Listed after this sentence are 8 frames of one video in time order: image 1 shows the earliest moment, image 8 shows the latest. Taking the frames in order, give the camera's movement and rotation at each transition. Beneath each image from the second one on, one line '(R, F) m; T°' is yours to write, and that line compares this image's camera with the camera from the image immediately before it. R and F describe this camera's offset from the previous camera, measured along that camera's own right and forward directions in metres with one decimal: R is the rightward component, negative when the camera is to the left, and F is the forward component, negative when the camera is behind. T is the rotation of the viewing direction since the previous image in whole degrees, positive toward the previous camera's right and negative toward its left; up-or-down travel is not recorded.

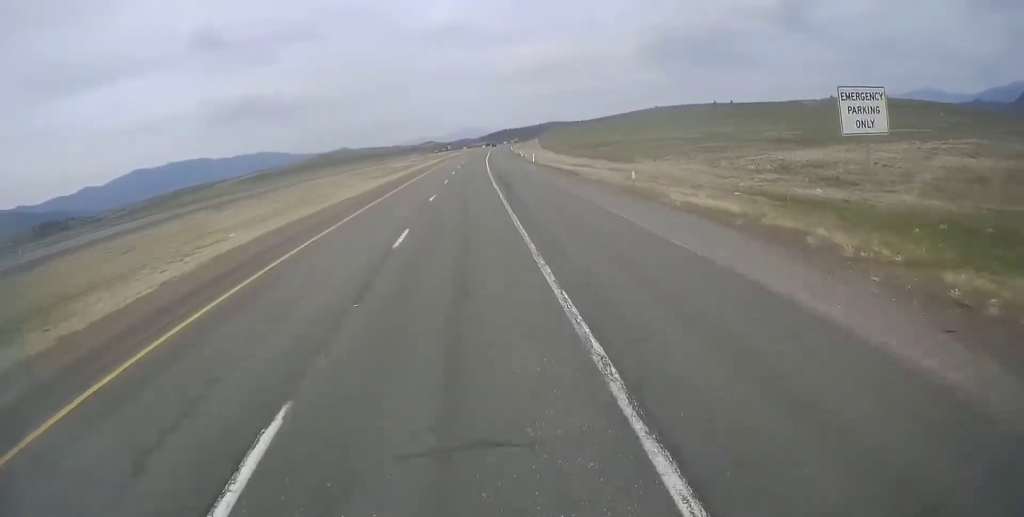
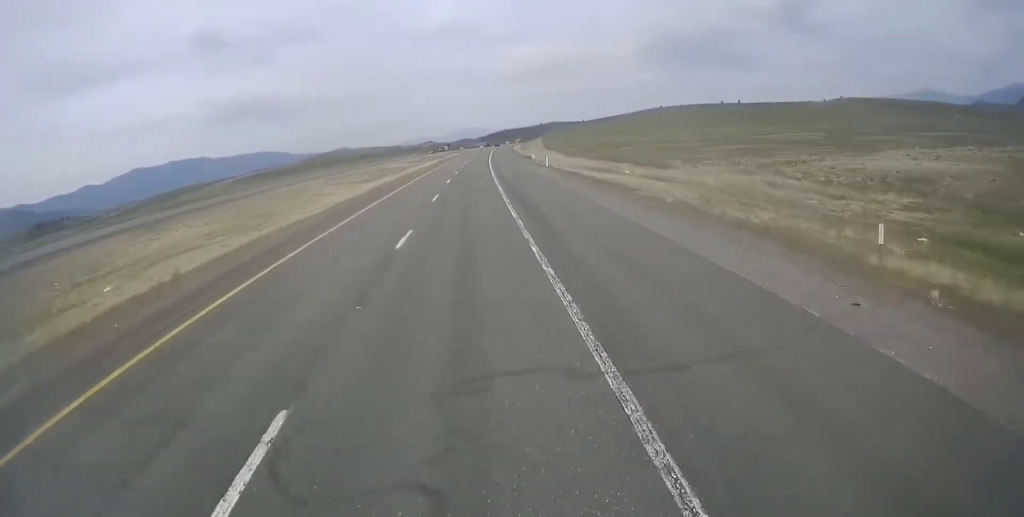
(+0.2, +14.3) m; 0°
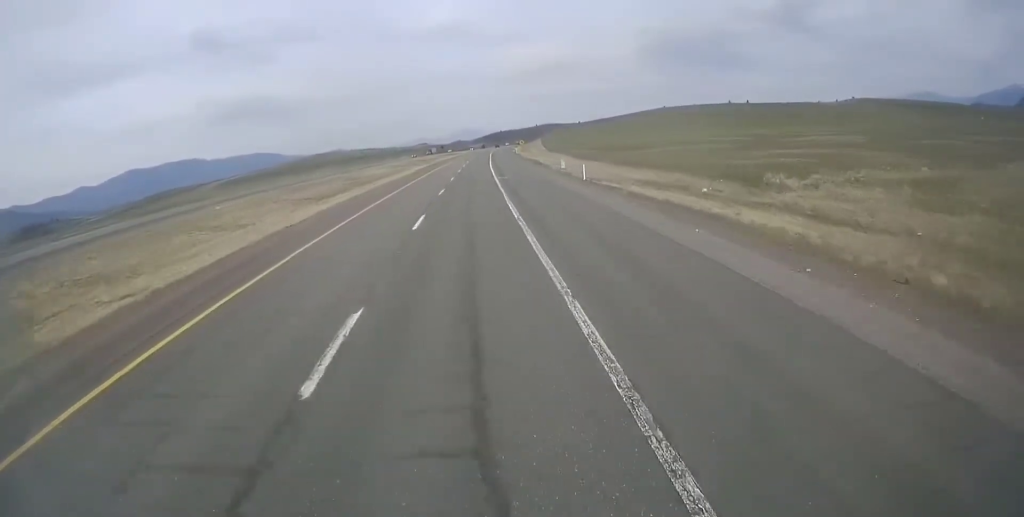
(-0.6, +24.7) m; 0°
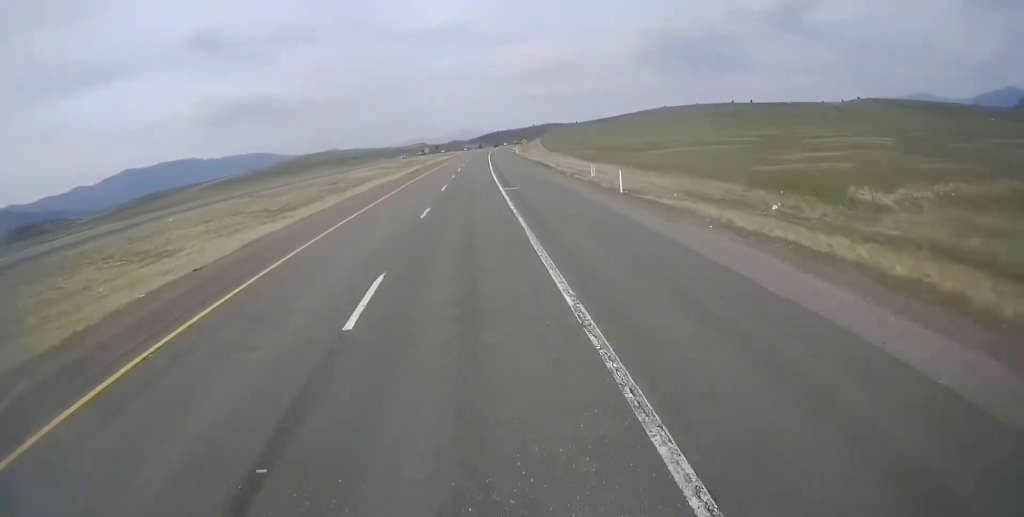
(+0.3, +11.4) m; 0°
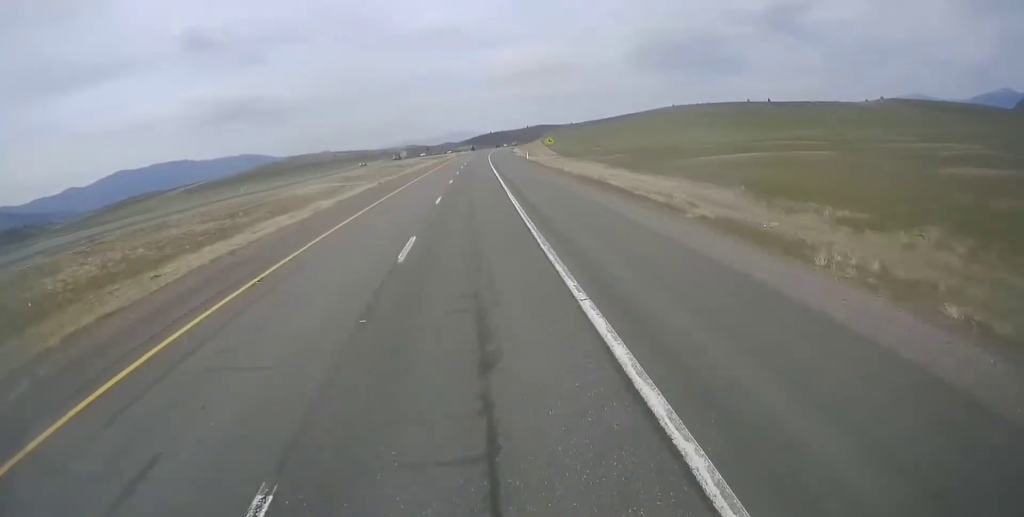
(+0.1, +37.2) m; 0°
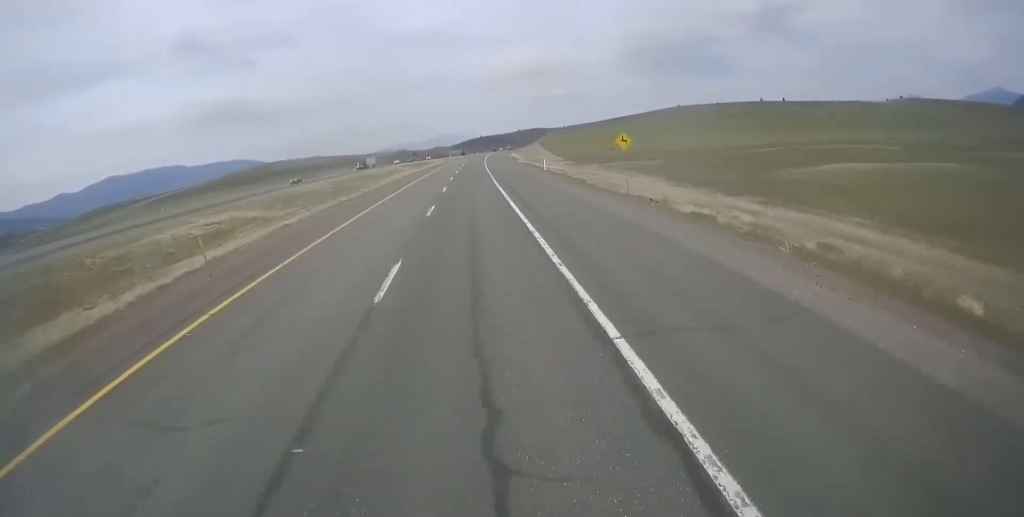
(+0.3, +33.6) m; +2°
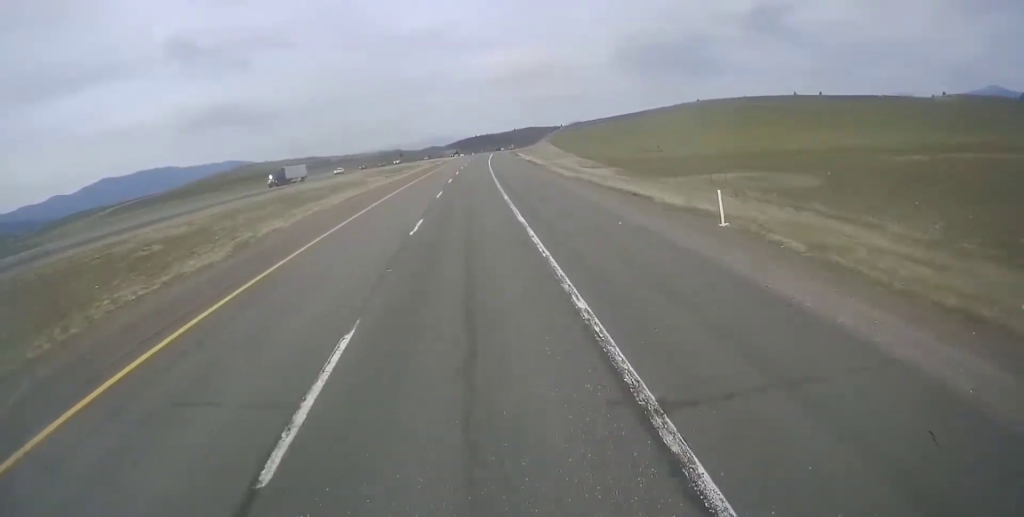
(+0.8, +50.3) m; +1°
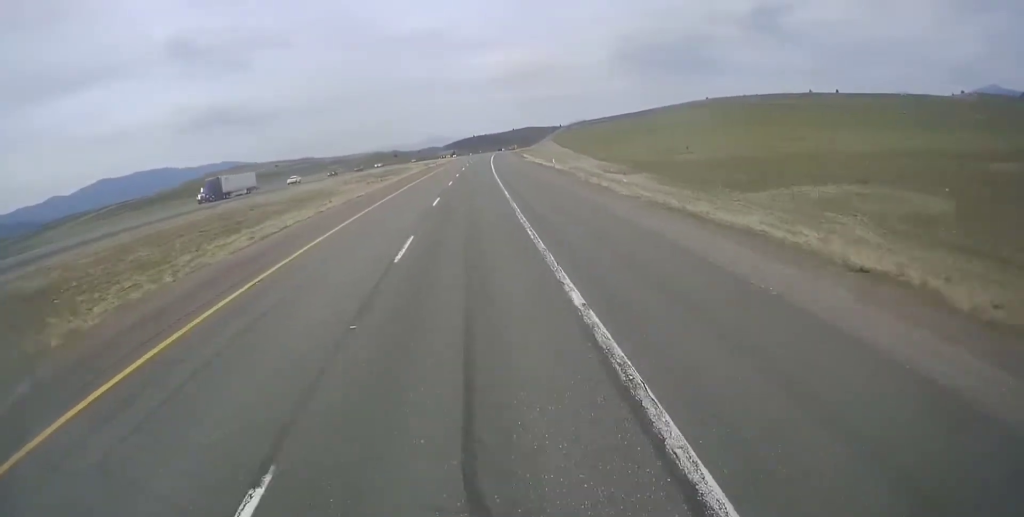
(0.0, +18.5) m; 0°
